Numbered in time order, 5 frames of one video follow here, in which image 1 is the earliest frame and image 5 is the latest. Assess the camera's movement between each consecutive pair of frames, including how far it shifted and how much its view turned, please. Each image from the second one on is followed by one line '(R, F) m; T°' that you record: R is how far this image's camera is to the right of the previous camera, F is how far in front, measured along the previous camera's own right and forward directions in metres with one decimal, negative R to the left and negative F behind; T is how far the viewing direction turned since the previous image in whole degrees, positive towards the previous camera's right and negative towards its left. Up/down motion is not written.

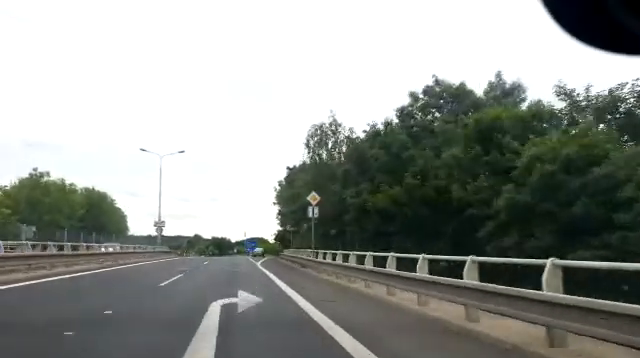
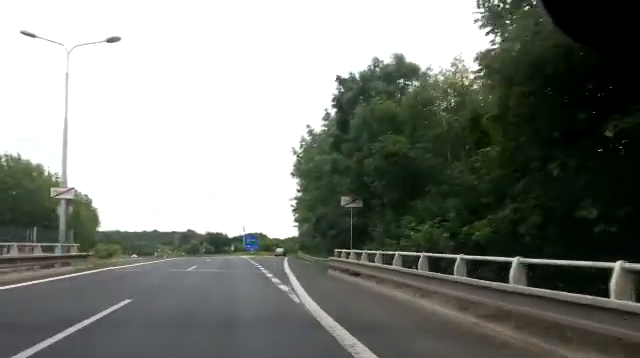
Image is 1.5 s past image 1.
(-0.3, +27.0) m; -1°
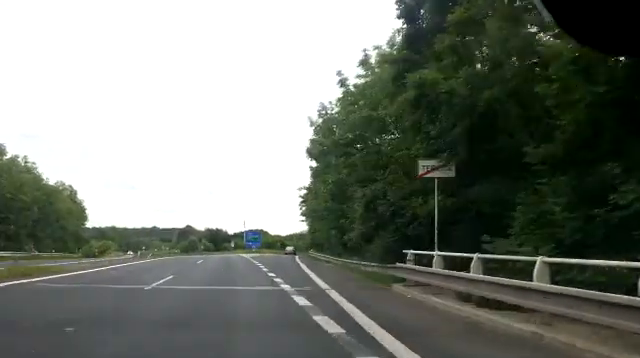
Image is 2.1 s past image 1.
(0.0, +10.0) m; 0°
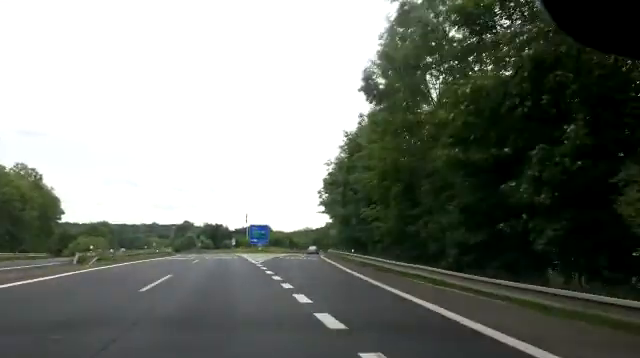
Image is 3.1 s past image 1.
(0.0, +18.2) m; 0°
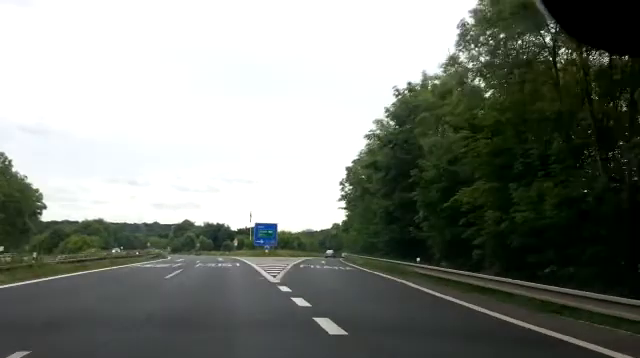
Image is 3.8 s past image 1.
(-0.1, +12.3) m; +1°
